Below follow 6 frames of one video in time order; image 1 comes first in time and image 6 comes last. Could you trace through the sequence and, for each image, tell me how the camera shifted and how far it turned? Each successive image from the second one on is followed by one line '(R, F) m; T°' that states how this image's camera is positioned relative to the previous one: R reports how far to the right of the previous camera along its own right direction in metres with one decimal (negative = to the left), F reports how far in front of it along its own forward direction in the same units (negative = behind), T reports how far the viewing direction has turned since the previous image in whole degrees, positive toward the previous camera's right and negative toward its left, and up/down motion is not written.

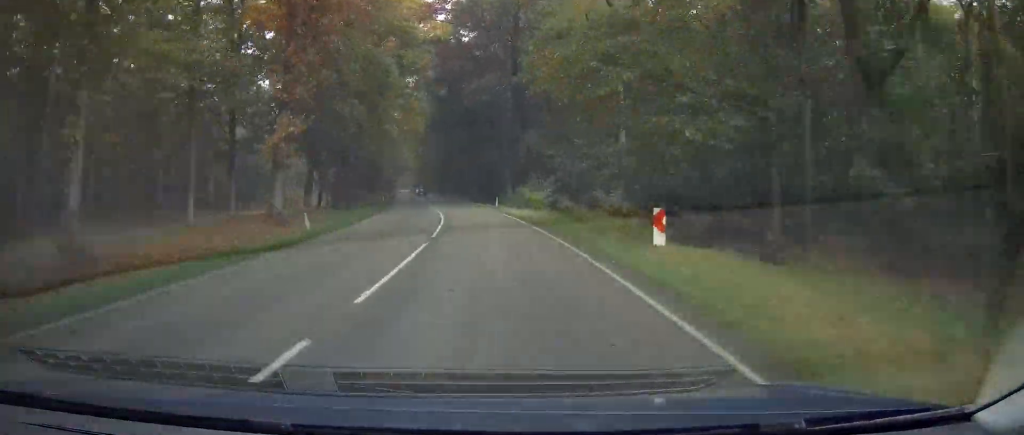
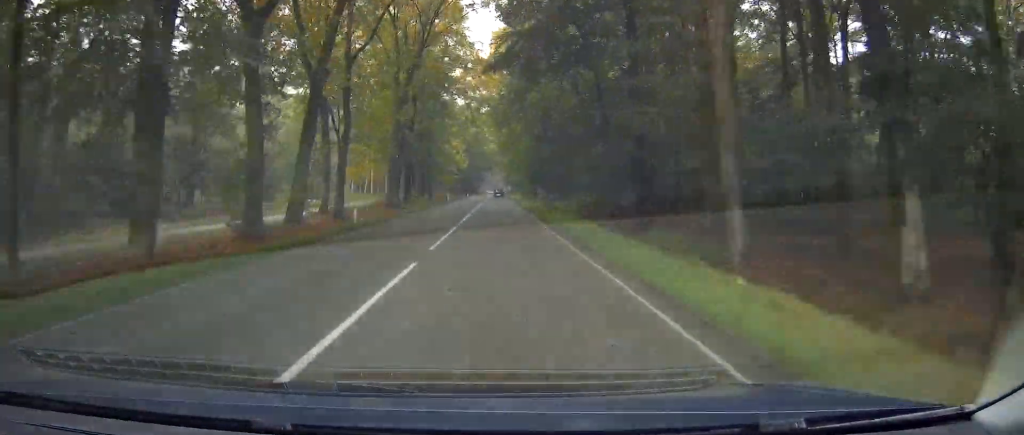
(-0.1, +46.7) m; -8°
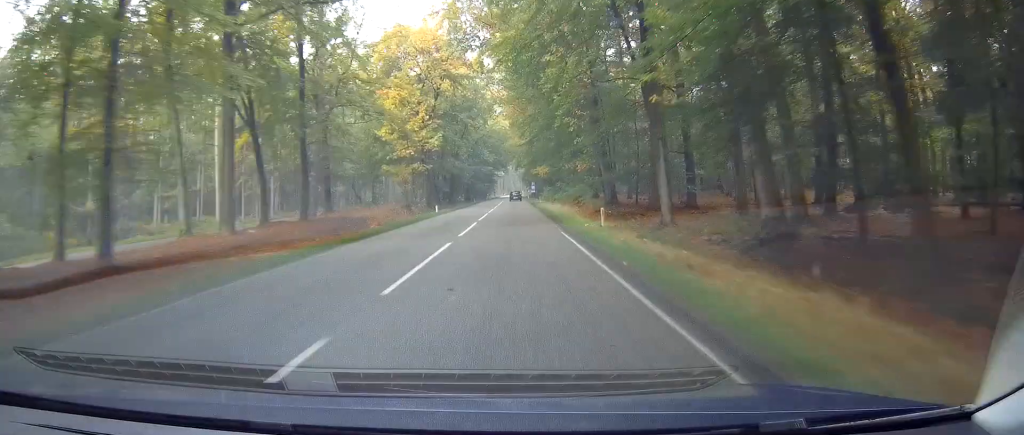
(-16.0, +75.4) m; -18°
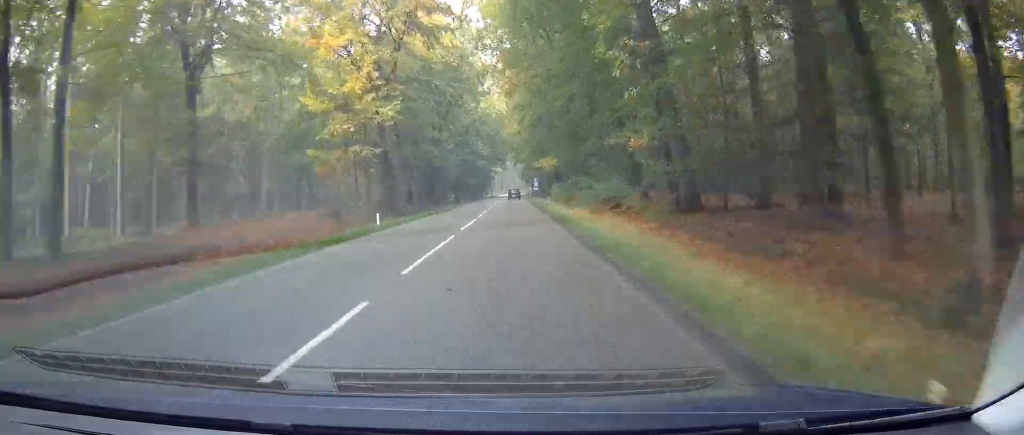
(0.0, +22.1) m; 0°
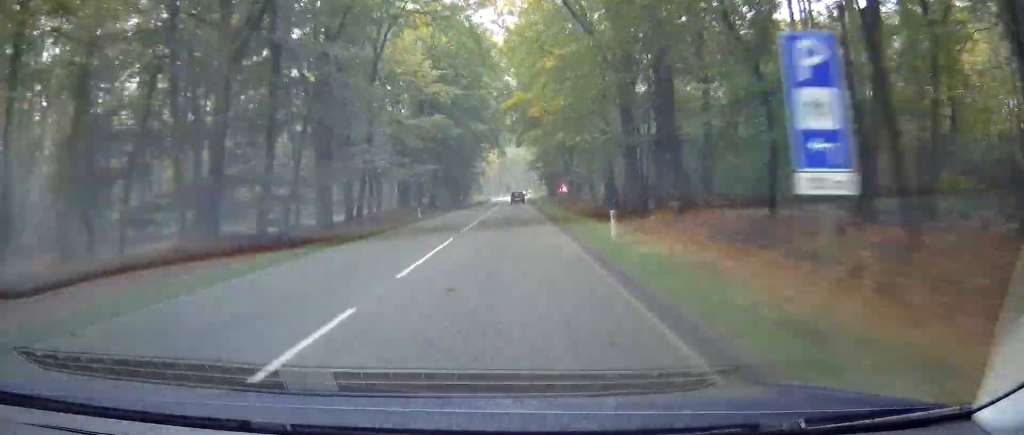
(-0.8, +85.4) m; -2°
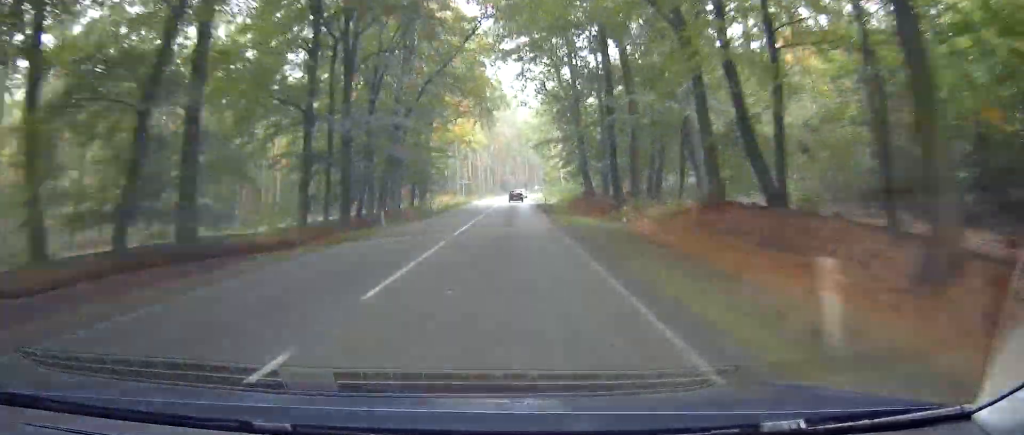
(-0.6, +63.3) m; -1°
